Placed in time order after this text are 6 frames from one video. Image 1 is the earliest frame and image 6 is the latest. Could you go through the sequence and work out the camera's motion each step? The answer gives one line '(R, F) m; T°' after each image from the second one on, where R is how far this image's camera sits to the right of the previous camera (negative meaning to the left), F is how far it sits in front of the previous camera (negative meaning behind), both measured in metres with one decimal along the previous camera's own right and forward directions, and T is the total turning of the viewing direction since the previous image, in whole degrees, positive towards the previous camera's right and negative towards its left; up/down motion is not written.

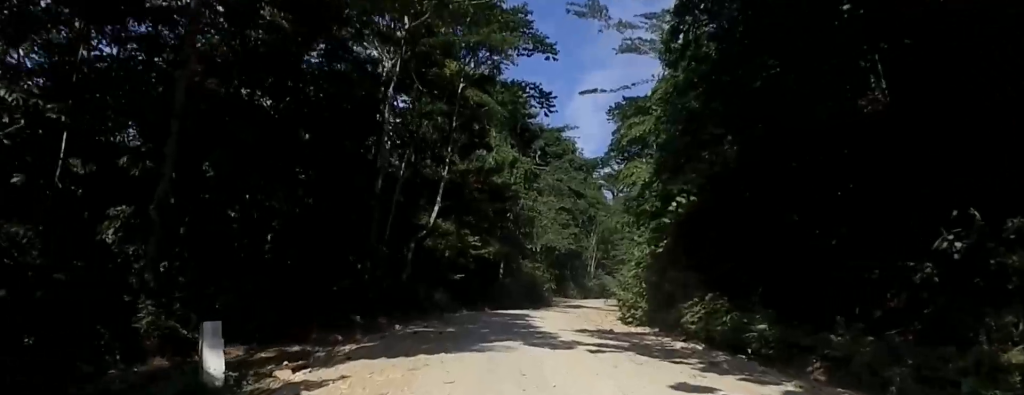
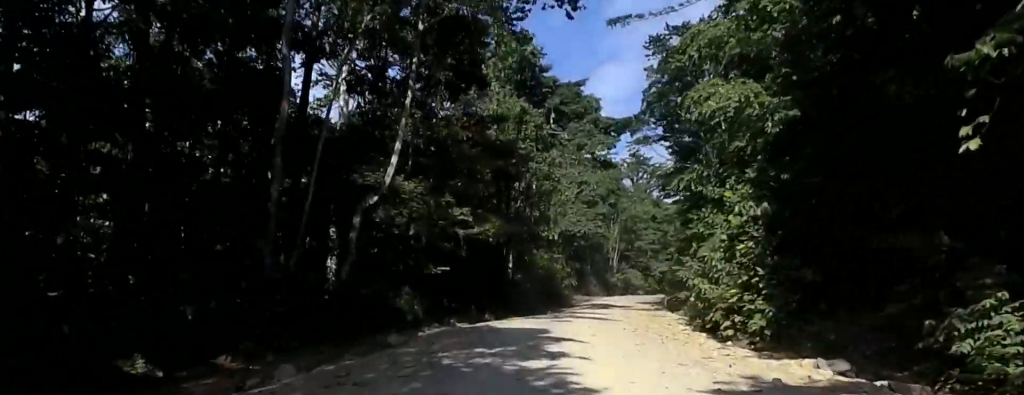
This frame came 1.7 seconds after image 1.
(+0.9, +13.8) m; +10°
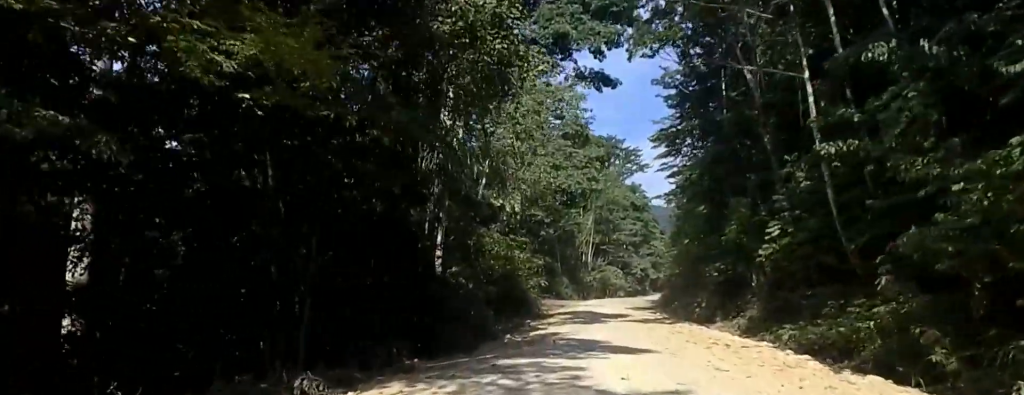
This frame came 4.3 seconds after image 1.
(-2.2, +21.6) m; +1°
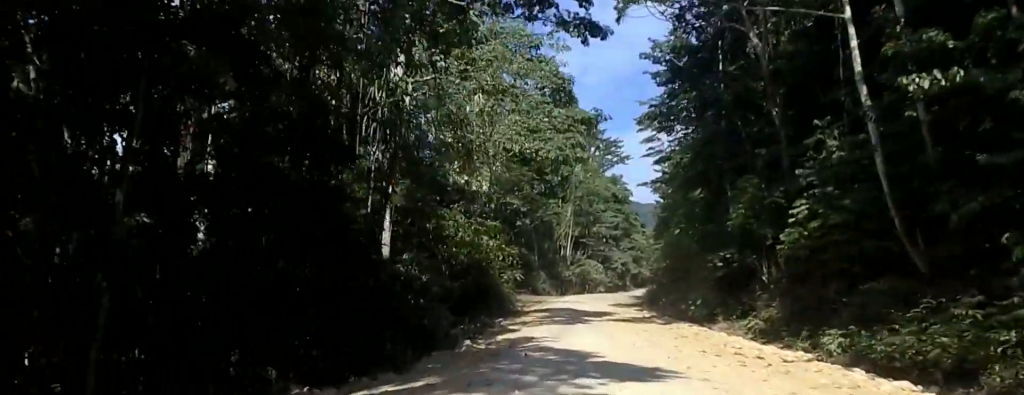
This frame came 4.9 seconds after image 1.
(+1.1, +5.4) m; +5°
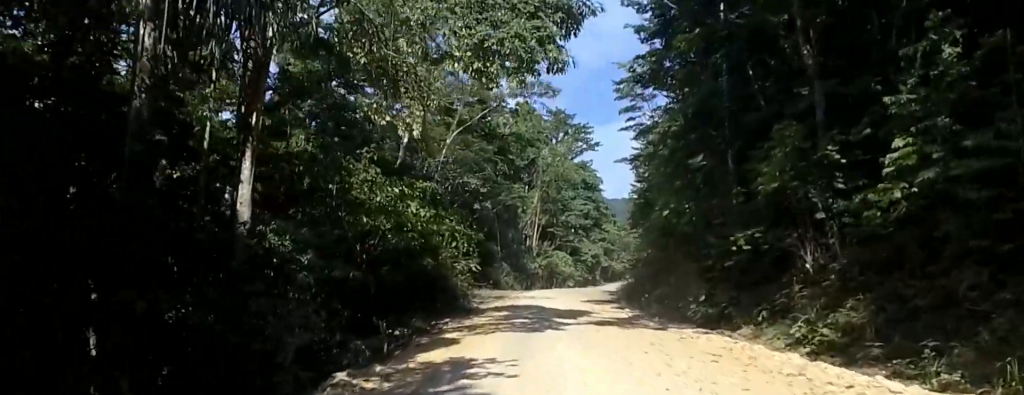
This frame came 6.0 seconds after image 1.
(+0.2, +8.8) m; 0°
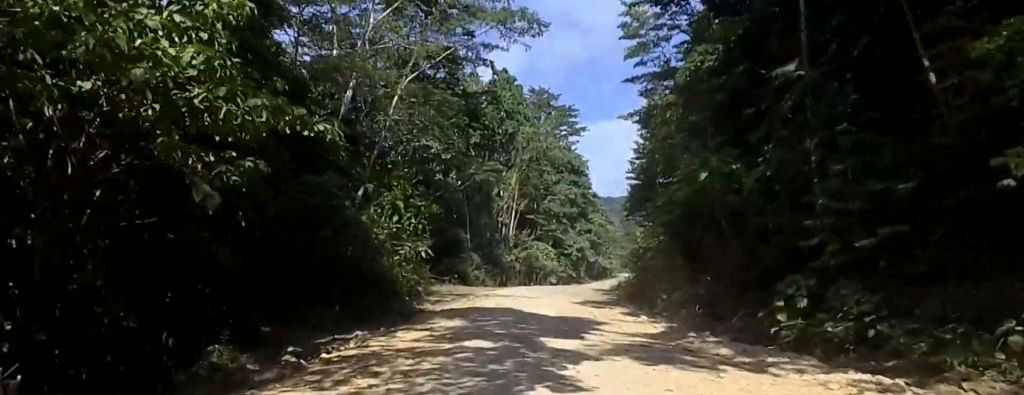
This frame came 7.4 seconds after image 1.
(-0.3, +12.8) m; -1°
